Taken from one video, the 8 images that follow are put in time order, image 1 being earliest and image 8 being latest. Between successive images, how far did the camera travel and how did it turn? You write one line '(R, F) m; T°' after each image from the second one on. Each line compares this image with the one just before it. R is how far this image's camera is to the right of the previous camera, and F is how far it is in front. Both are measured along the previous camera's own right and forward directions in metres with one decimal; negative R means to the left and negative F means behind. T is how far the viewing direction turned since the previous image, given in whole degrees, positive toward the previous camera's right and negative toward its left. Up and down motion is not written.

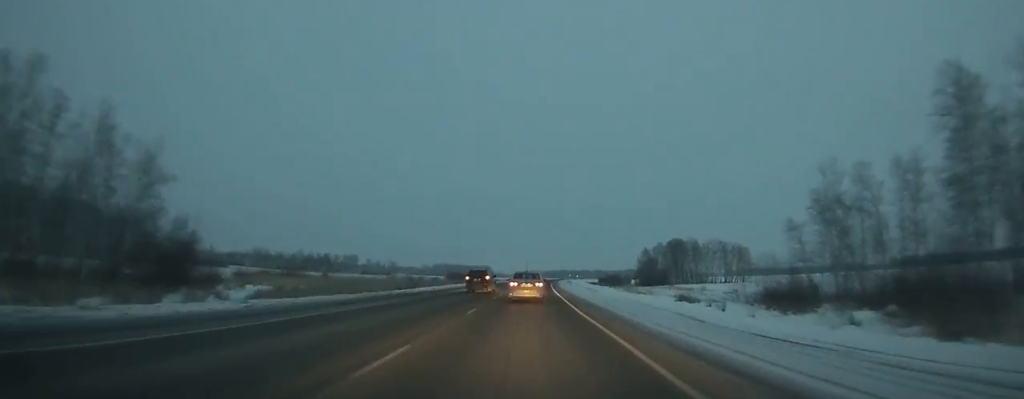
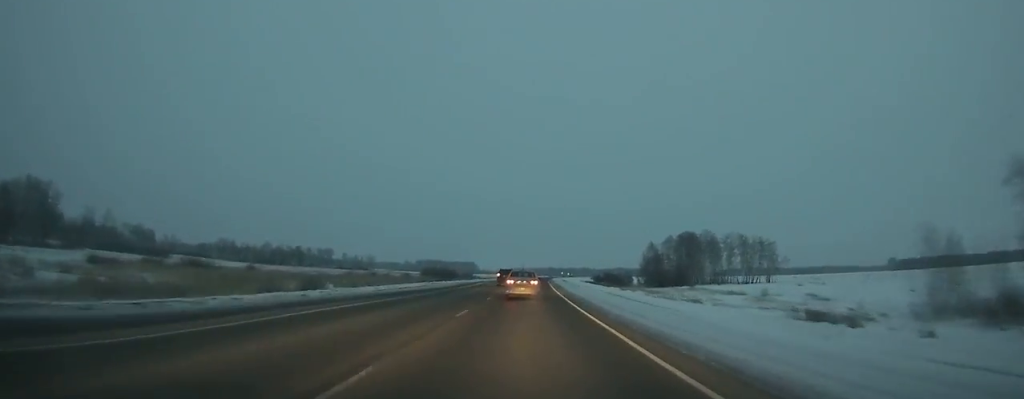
(+0.6, +39.4) m; +1°
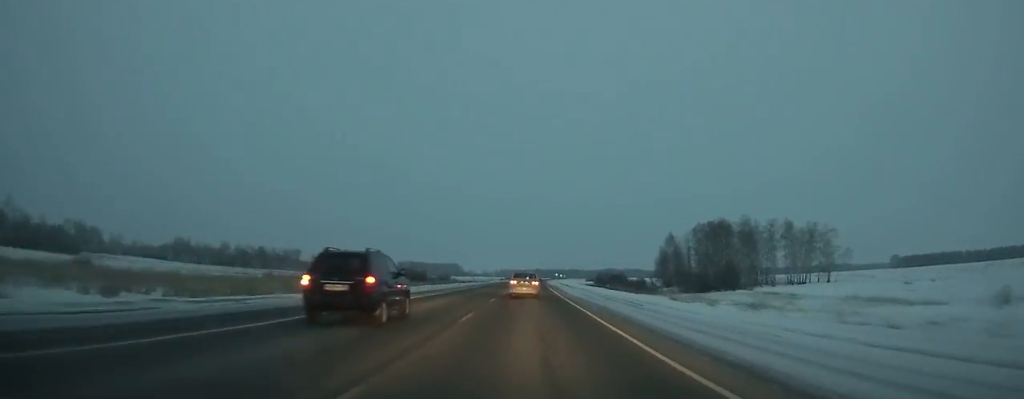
(+0.7, +50.3) m; +1°
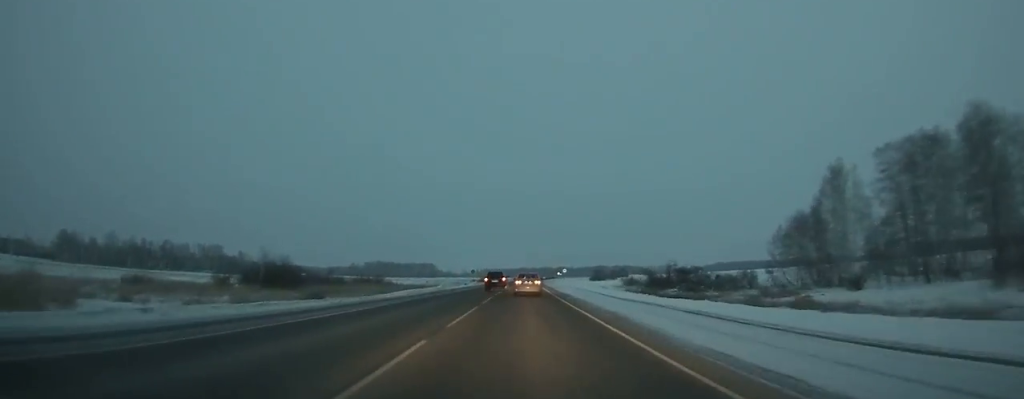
(+1.0, +105.7) m; +1°
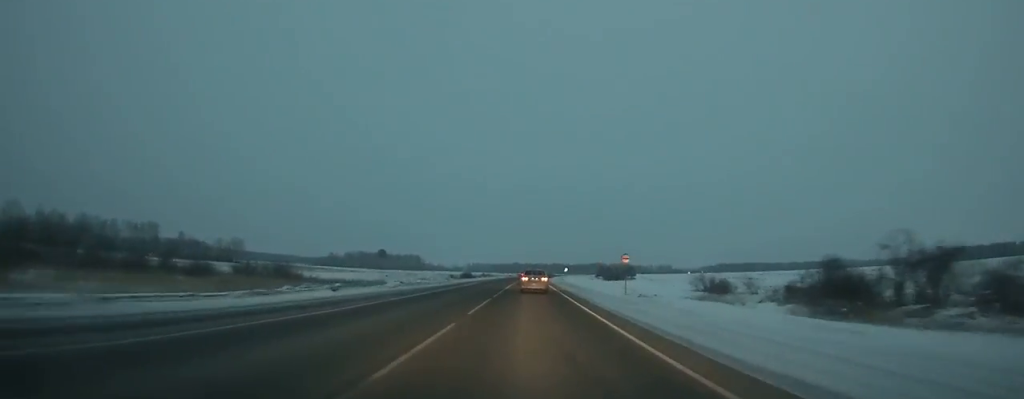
(+0.6, +66.8) m; +1°
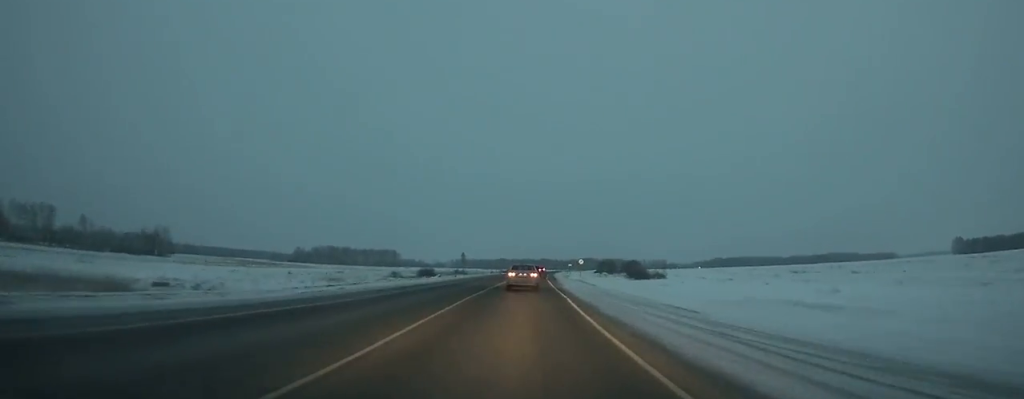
(+0.6, +71.8) m; +1°
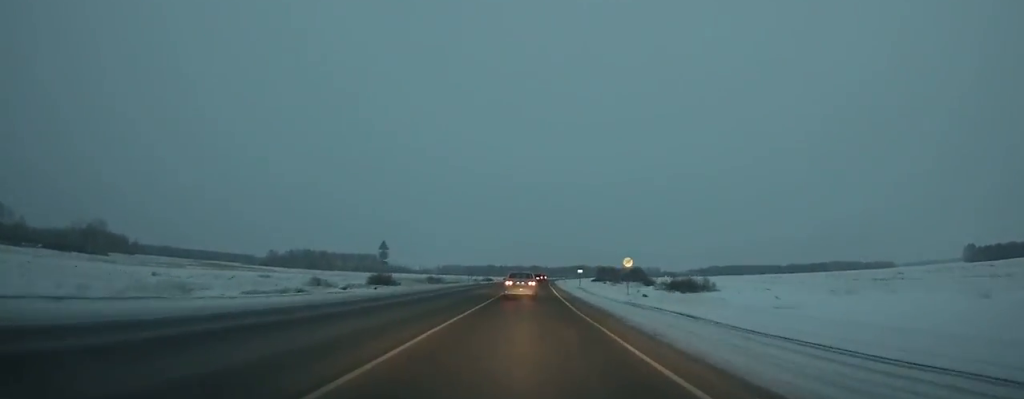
(+0.4, +44.9) m; +1°
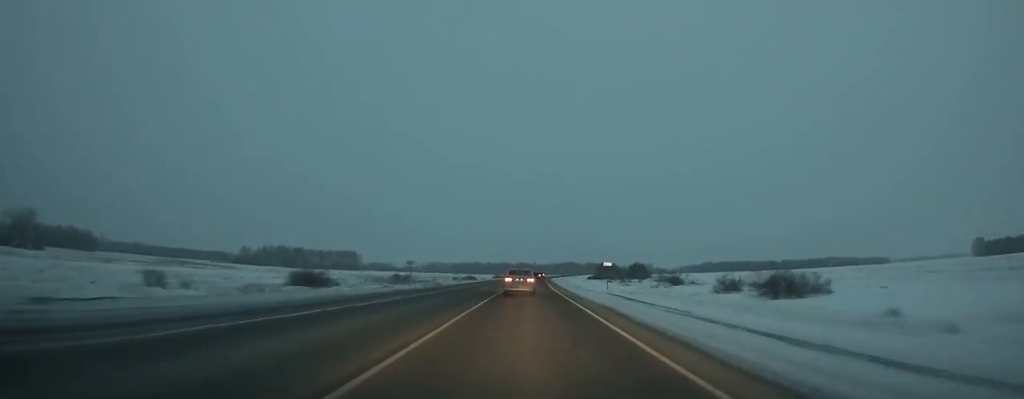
(+0.1, +40.5) m; +1°
